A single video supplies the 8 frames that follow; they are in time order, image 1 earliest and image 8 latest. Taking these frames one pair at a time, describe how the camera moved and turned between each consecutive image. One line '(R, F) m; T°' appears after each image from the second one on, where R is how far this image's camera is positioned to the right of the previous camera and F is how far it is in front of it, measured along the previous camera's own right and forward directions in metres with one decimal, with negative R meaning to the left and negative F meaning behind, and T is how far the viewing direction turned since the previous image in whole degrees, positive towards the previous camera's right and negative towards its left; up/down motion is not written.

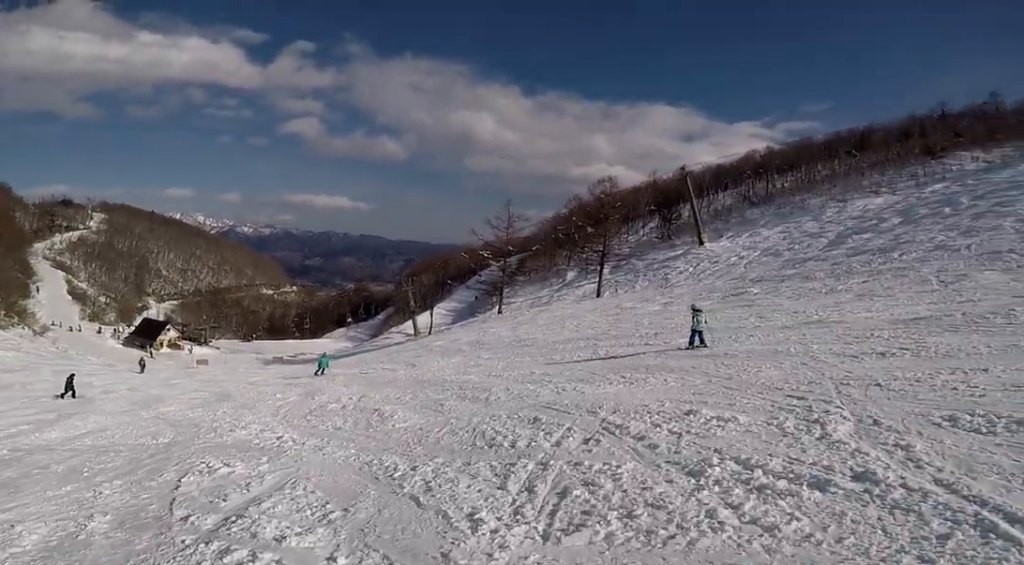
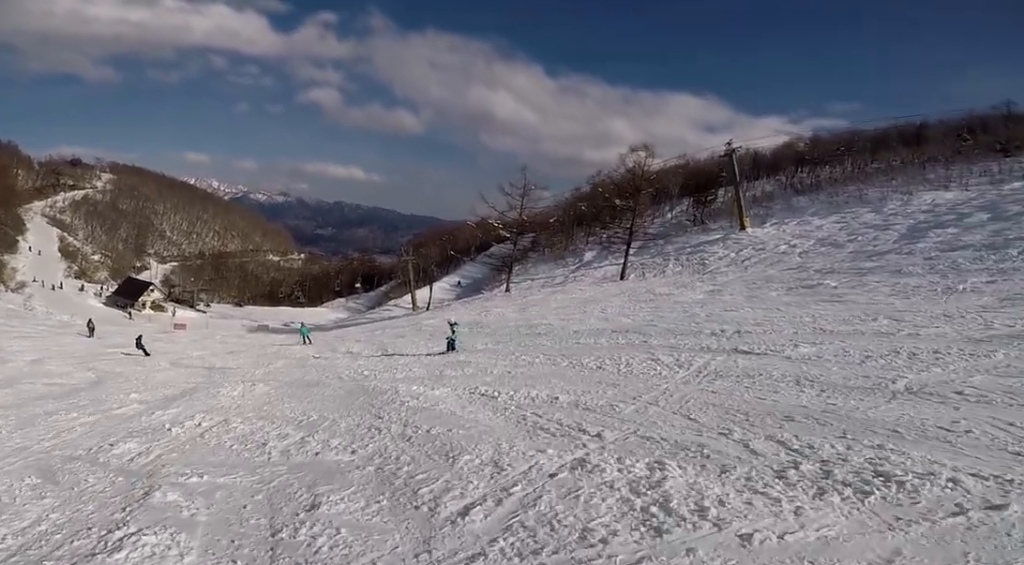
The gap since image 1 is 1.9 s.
(-0.3, +6.9) m; -11°
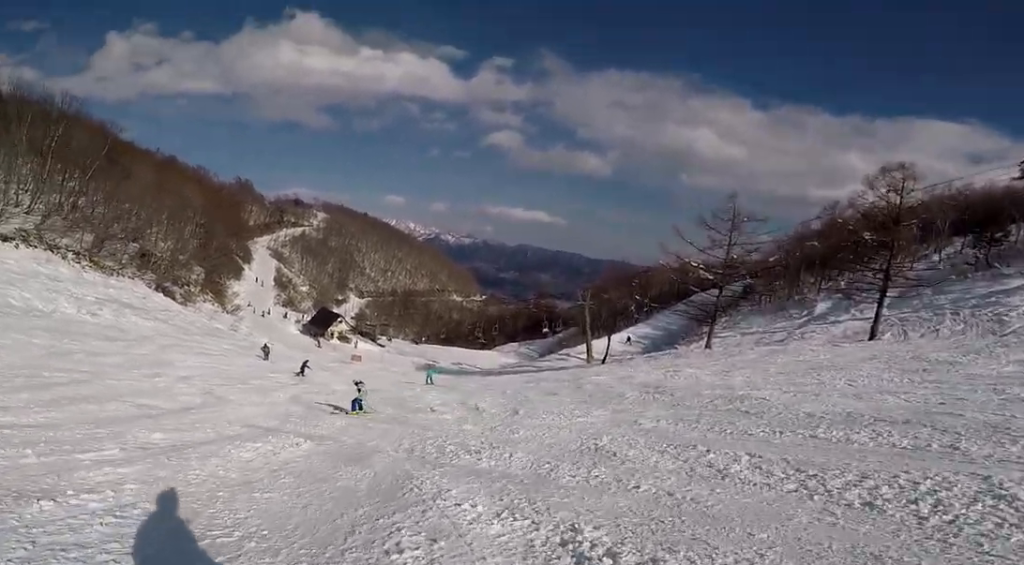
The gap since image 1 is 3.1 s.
(-1.1, +2.7) m; -46°
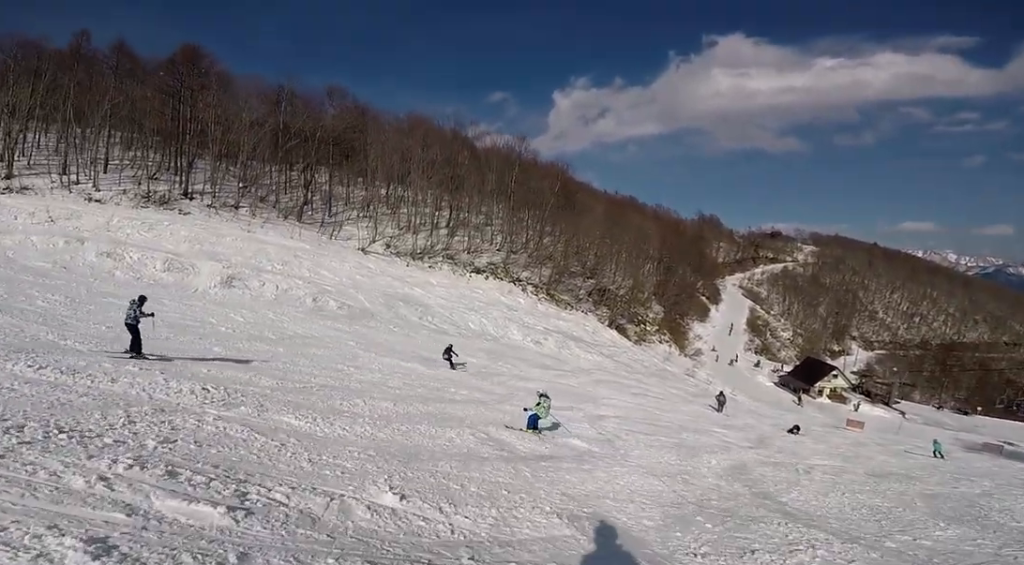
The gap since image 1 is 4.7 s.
(-2.1, +5.2) m; -38°
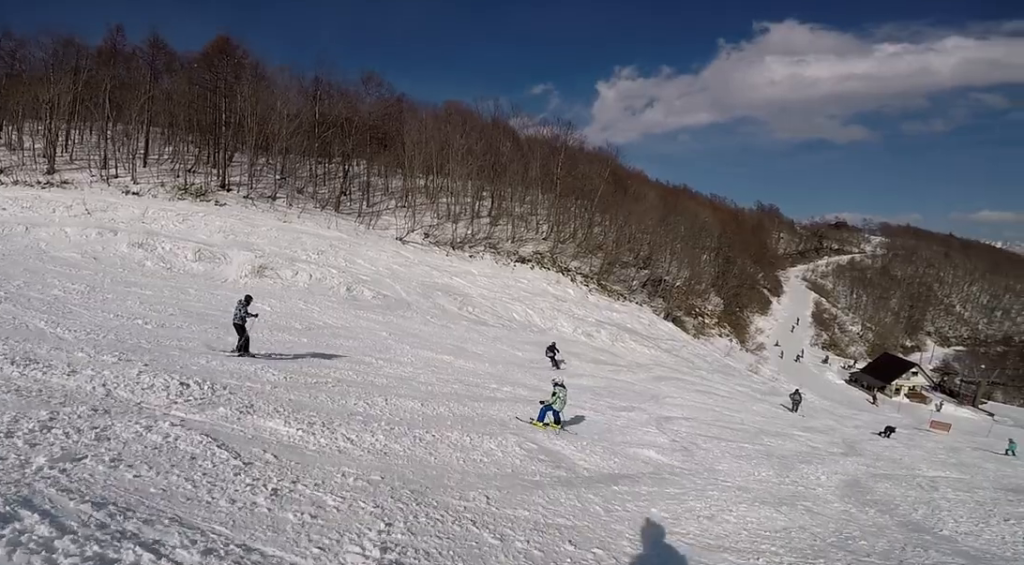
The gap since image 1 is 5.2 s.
(-0.4, +1.8) m; -9°
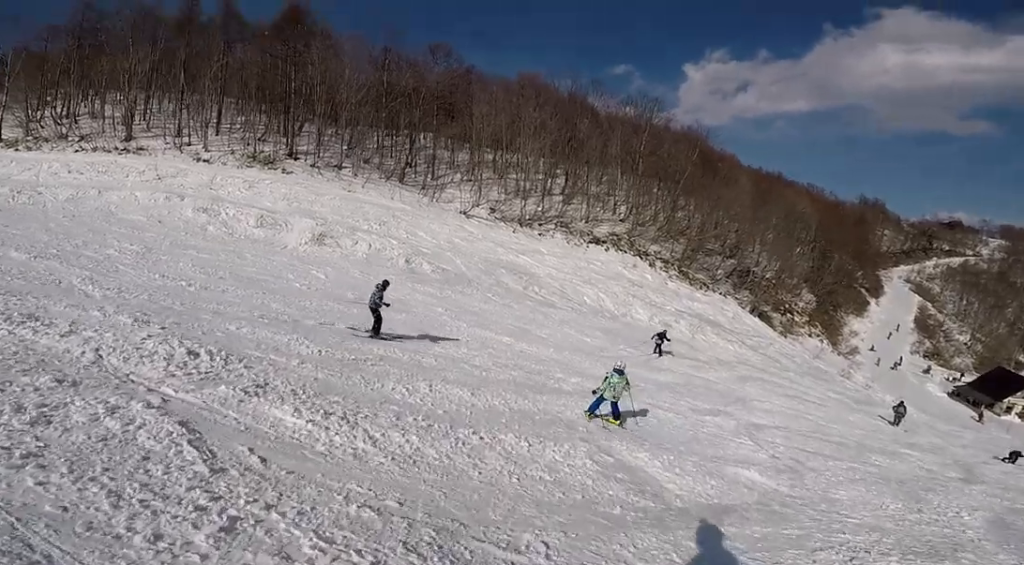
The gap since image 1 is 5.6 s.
(-0.1, +1.5) m; +3°
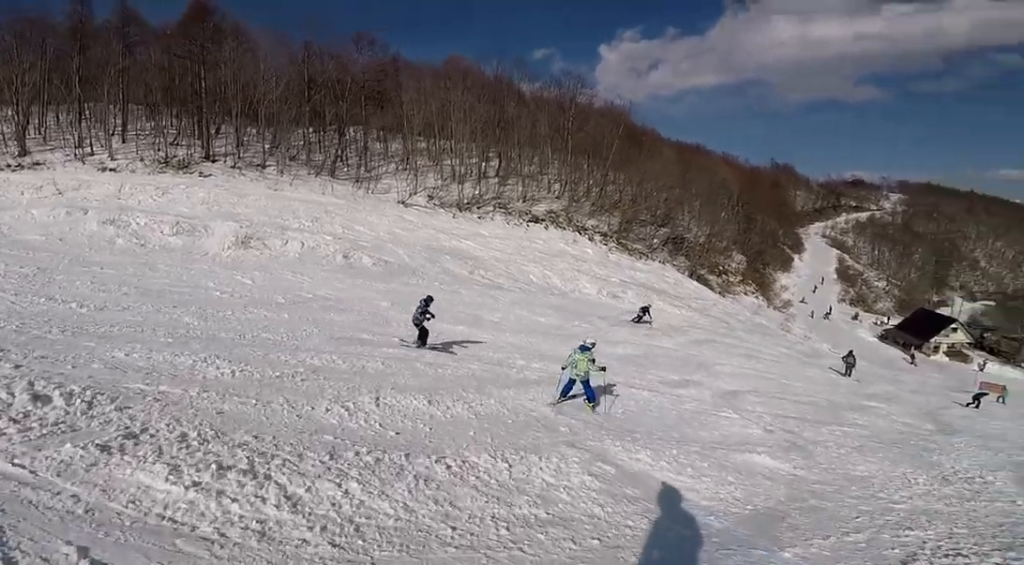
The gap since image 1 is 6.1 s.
(-0.2, +1.6) m; +15°
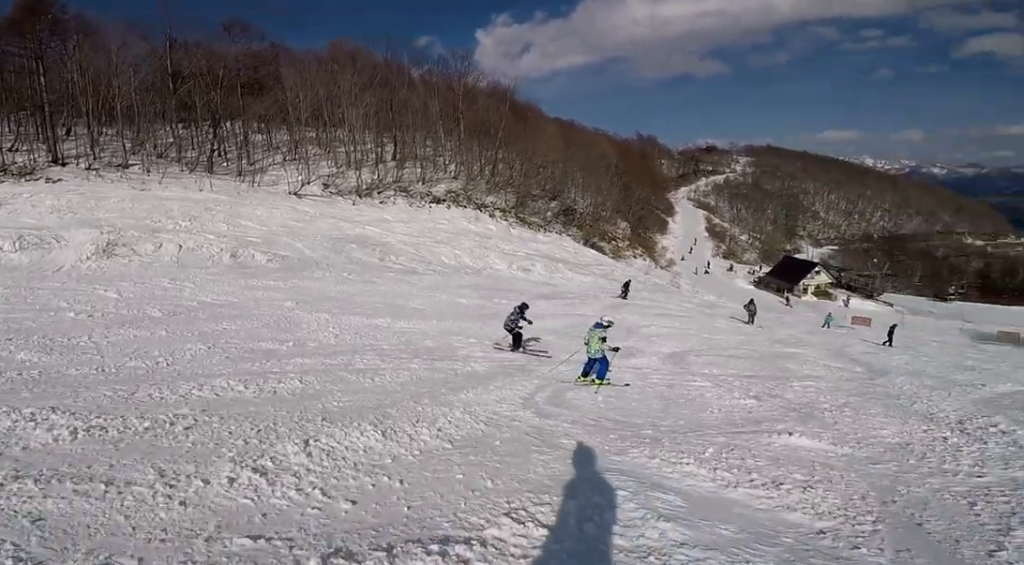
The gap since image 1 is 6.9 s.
(+0.6, +2.0) m; +20°
